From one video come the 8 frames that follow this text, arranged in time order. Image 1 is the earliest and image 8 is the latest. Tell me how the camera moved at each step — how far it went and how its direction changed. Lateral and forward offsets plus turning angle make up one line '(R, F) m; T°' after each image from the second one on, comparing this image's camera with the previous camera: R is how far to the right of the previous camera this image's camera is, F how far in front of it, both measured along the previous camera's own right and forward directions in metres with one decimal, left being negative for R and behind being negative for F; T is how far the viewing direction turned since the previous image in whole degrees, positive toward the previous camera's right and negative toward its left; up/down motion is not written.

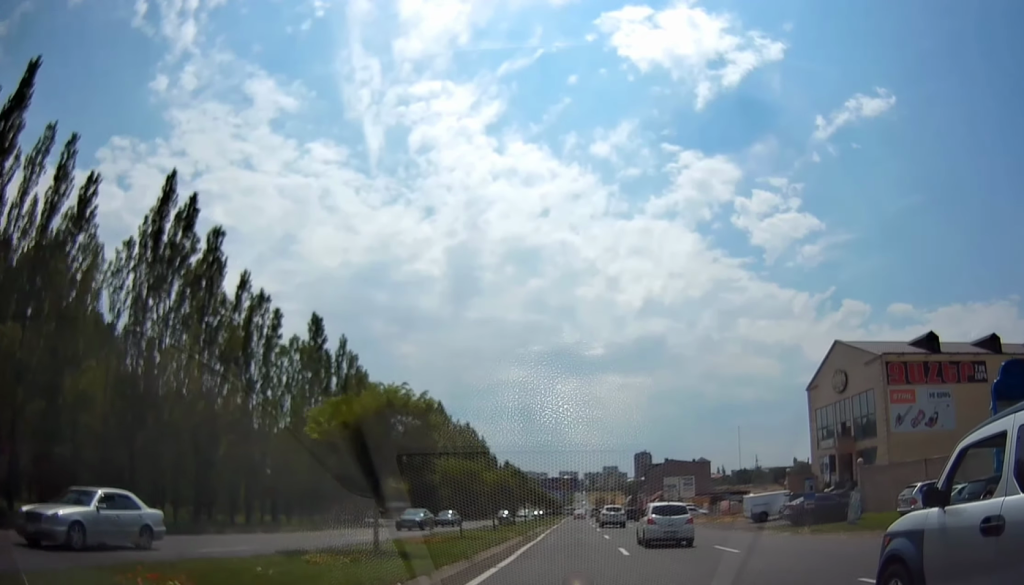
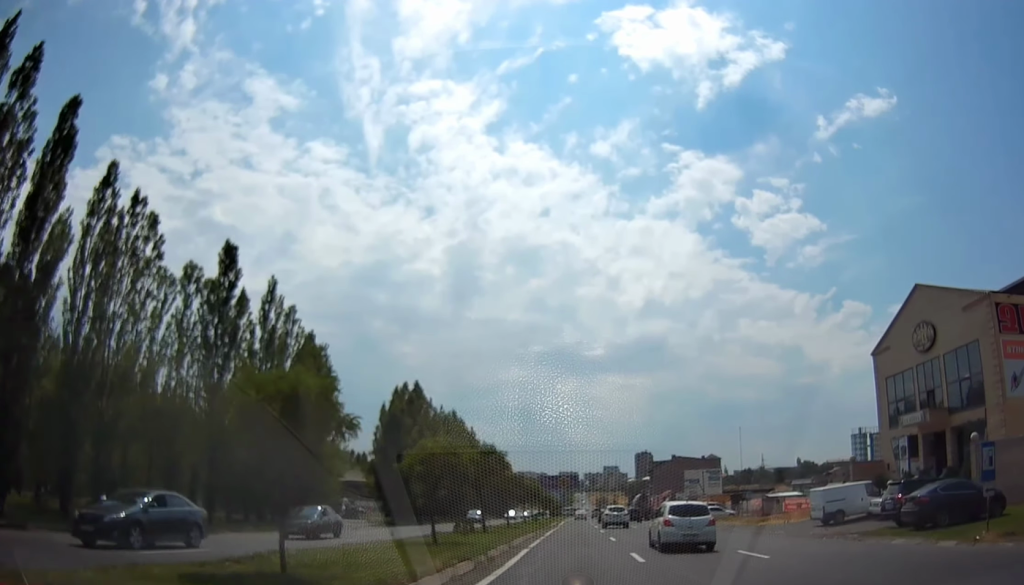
(-0.2, +15.0) m; -1°
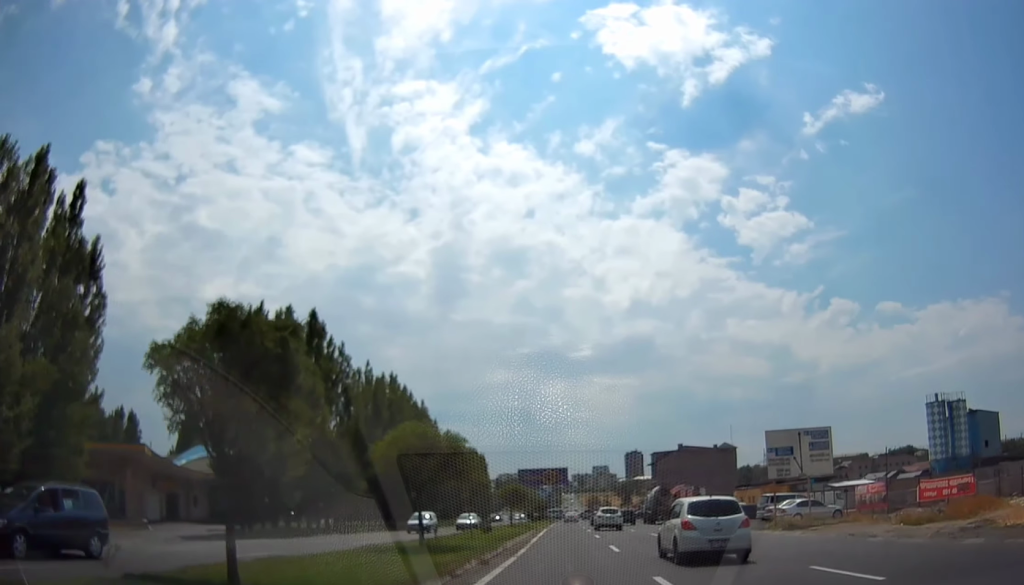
(+0.2, +31.3) m; +2°
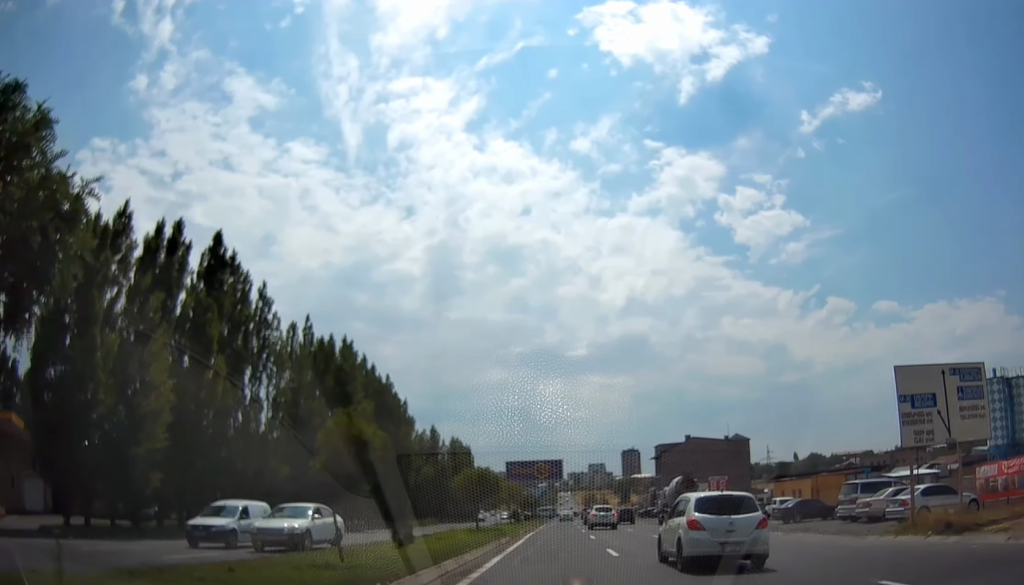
(0.0, +15.6) m; -1°
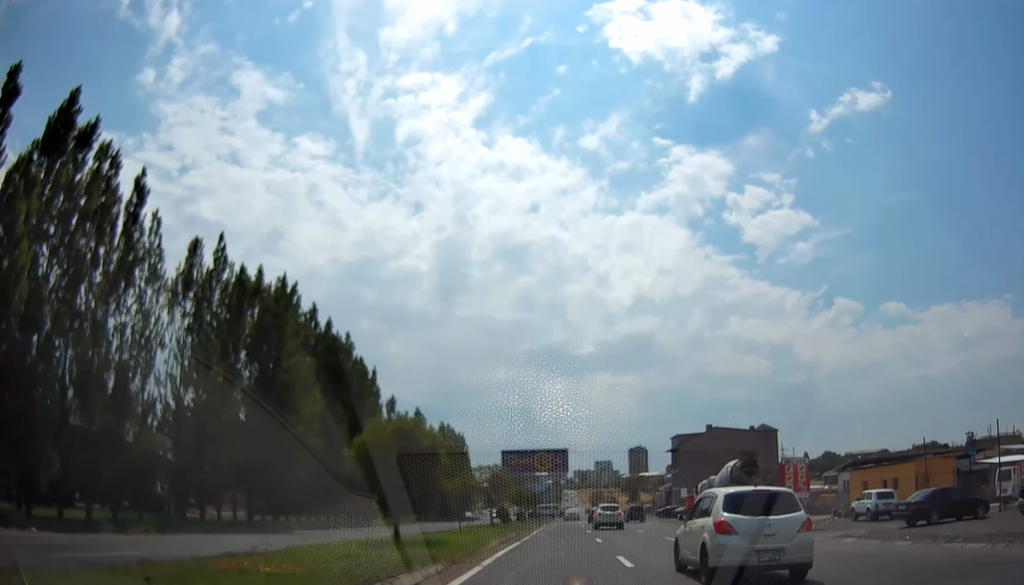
(-0.2, +16.1) m; 0°
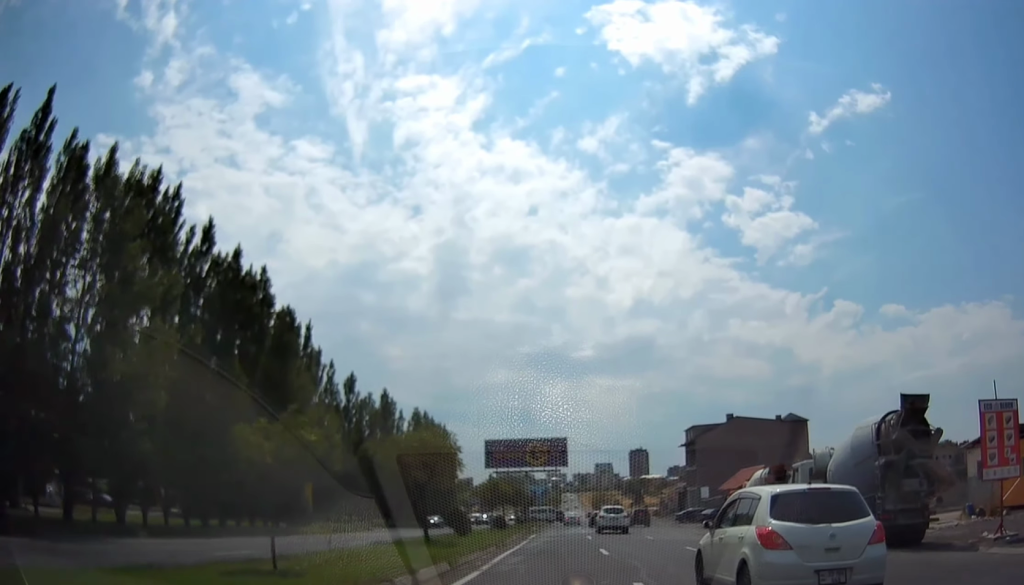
(+0.2, +17.6) m; -1°
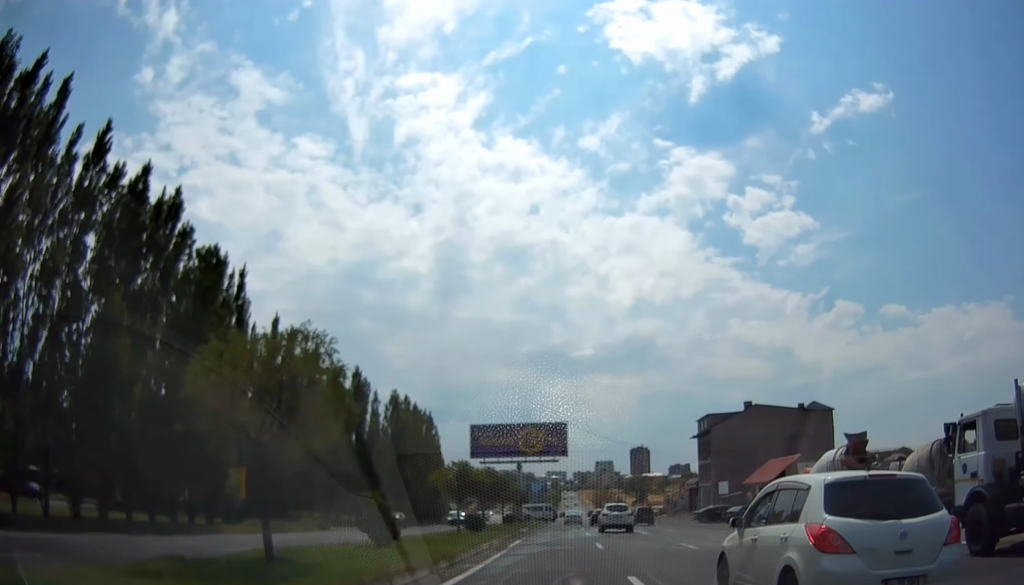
(-0.2, +11.4) m; 0°
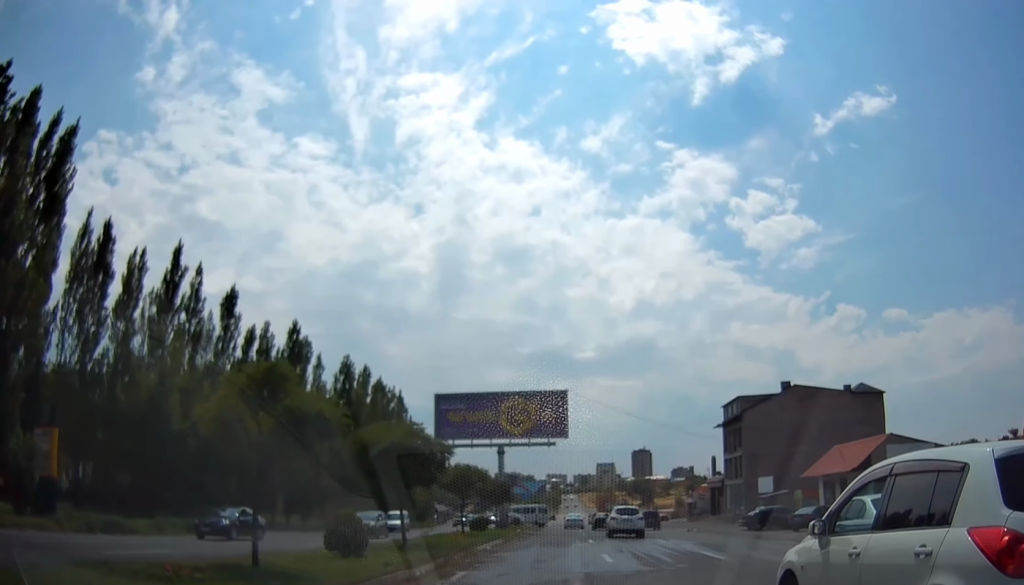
(0.0, +17.9) m; 0°
